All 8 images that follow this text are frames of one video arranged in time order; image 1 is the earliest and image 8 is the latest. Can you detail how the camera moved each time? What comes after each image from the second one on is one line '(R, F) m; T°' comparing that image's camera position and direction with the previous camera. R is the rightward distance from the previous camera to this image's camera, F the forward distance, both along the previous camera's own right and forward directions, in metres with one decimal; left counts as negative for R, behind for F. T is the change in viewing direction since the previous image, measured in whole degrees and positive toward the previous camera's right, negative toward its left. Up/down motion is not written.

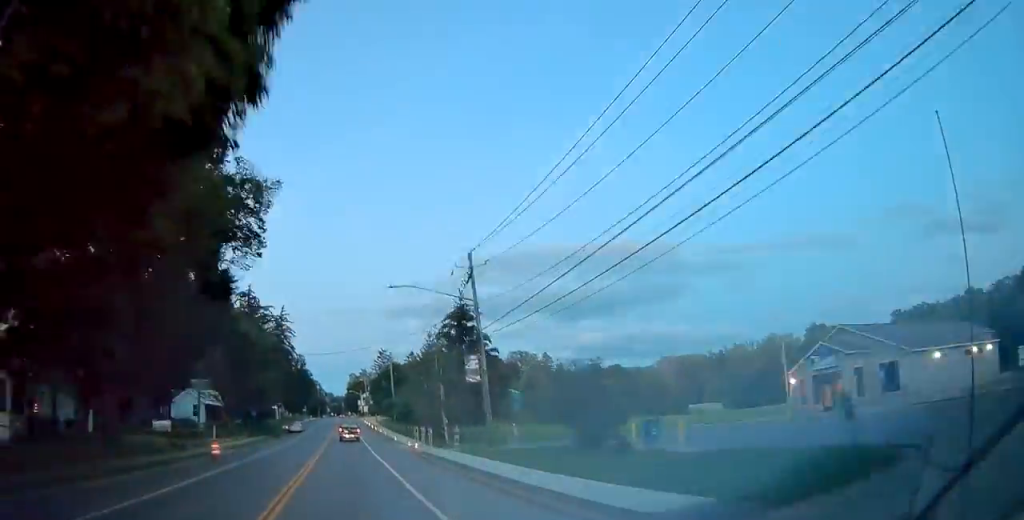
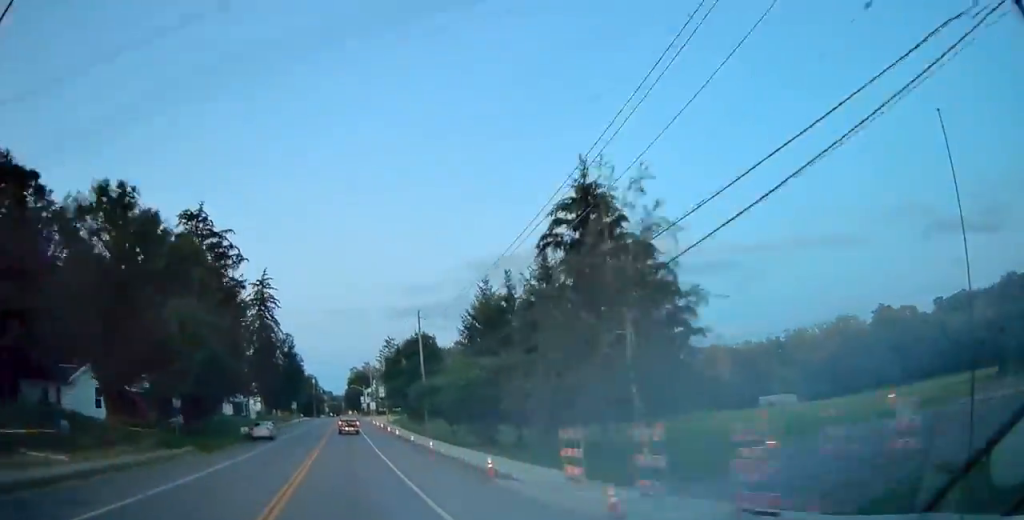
(+0.2, +28.3) m; +1°
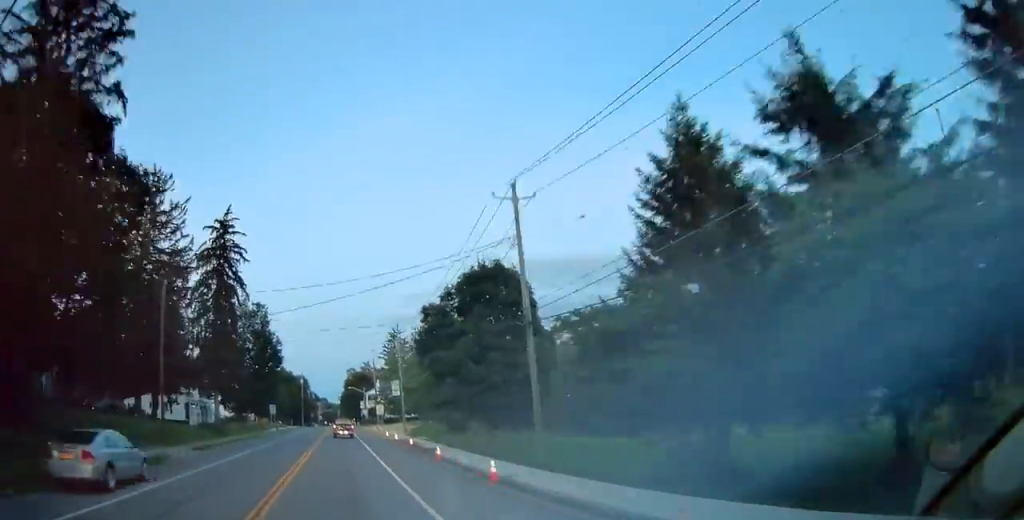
(-0.1, +28.0) m; 0°
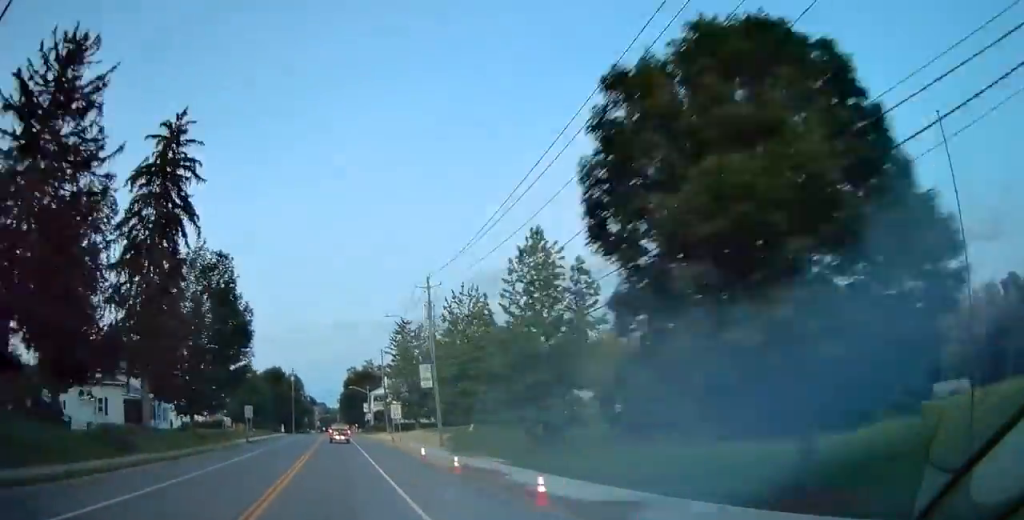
(0.0, +21.2) m; 0°
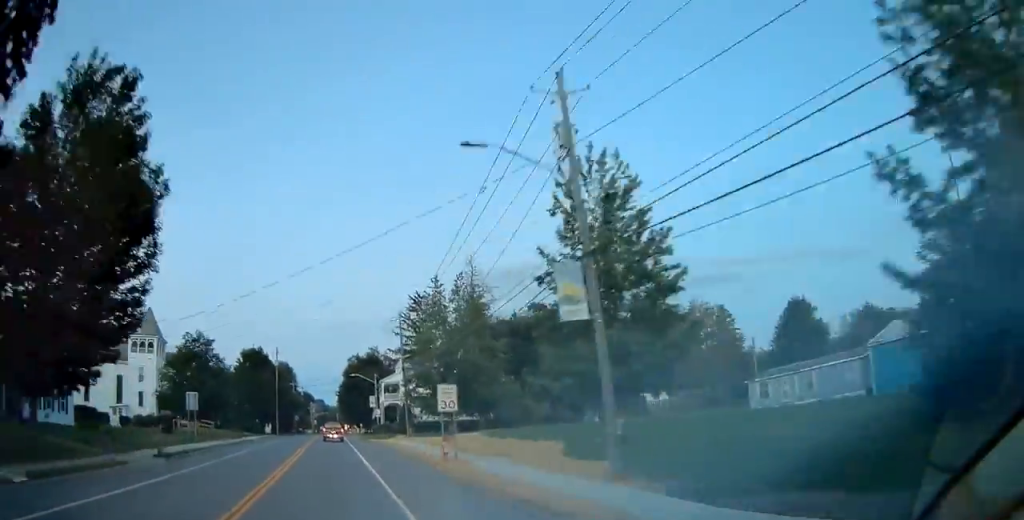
(0.0, +24.5) m; 0°
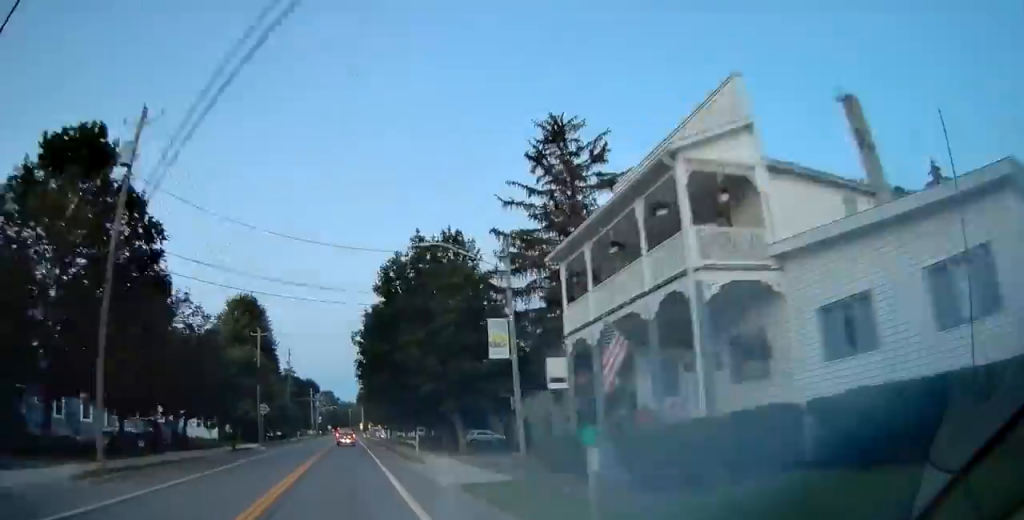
(-0.5, +65.6) m; -1°
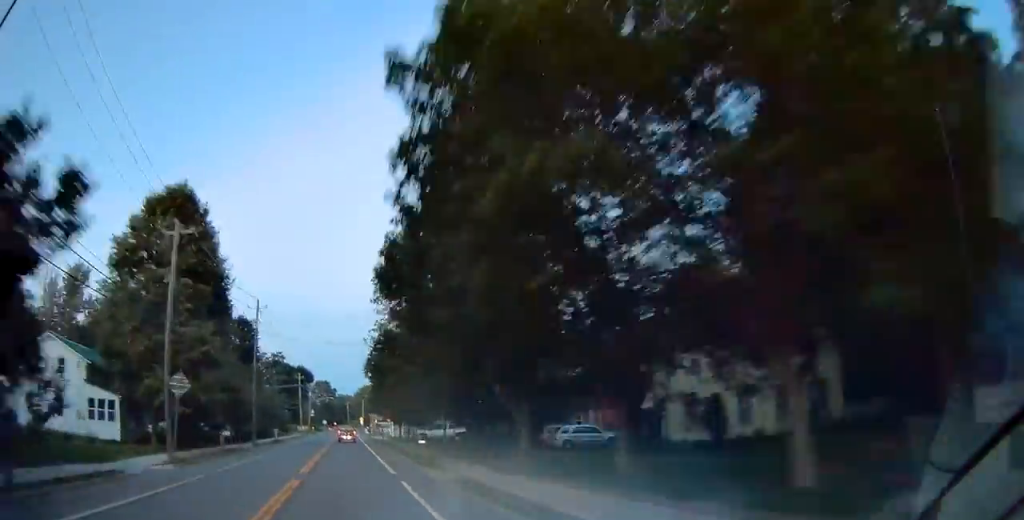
(-0.2, +27.8) m; 0°
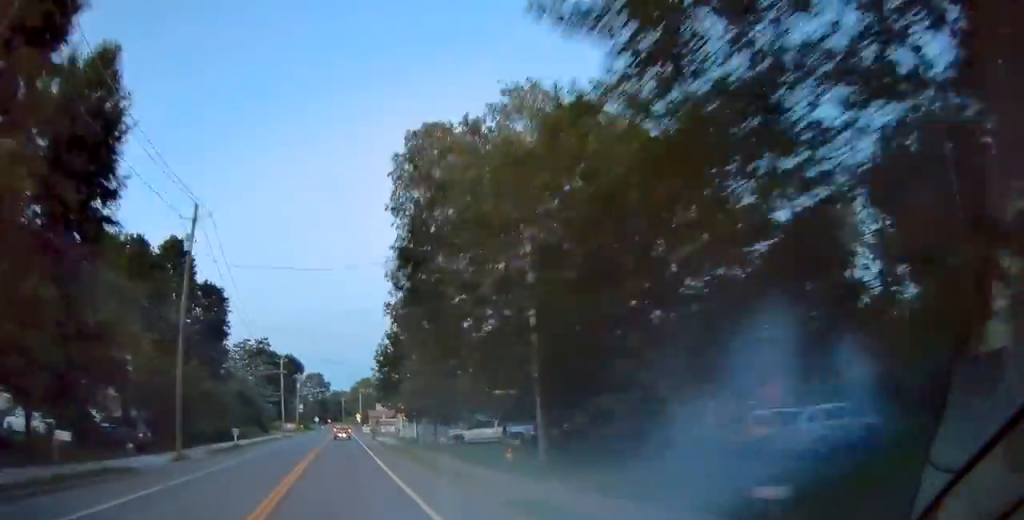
(+0.1, +21.4) m; 0°
